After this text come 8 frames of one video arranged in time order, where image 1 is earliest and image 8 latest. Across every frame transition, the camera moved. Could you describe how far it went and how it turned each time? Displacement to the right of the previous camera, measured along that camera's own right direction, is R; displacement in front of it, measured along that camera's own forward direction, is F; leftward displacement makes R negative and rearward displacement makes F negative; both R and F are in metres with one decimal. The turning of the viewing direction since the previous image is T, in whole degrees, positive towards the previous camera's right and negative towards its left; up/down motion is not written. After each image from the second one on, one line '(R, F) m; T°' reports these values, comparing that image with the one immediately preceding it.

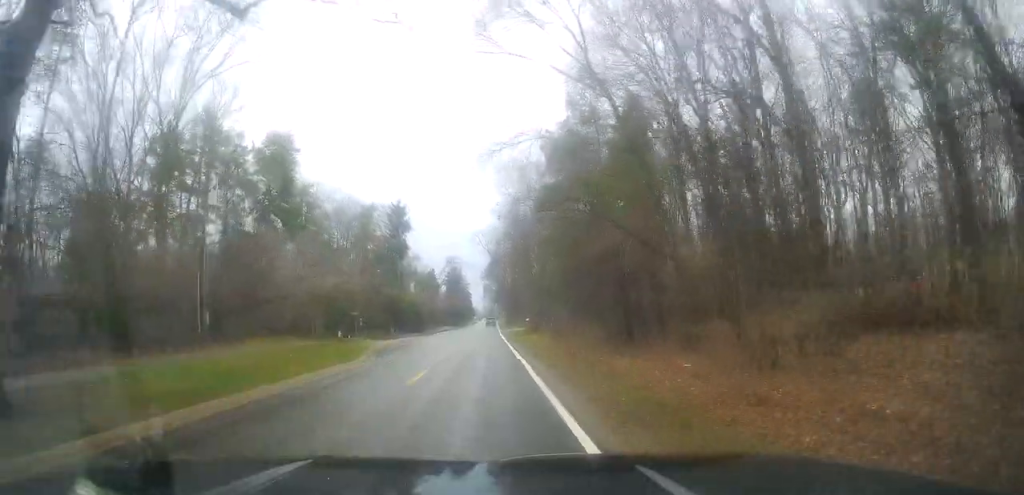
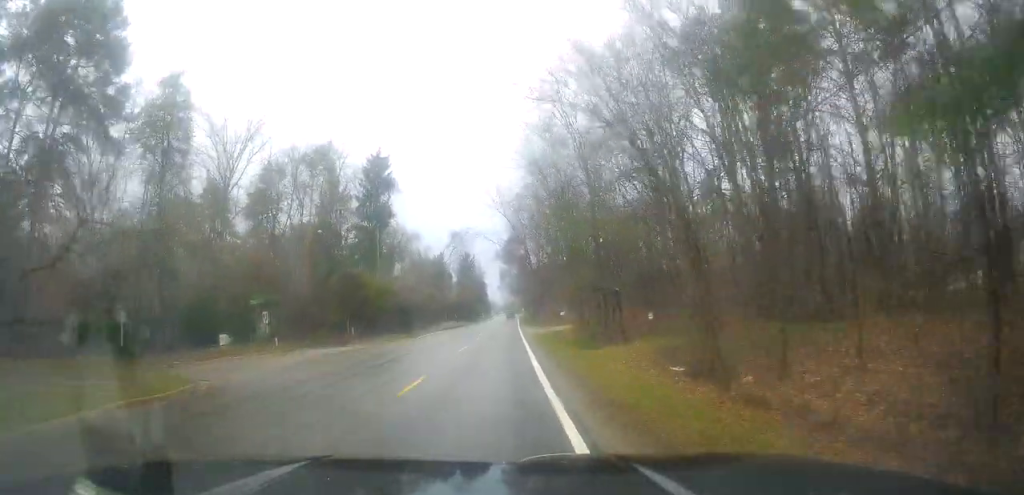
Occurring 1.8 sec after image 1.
(-0.2, +32.3) m; 0°
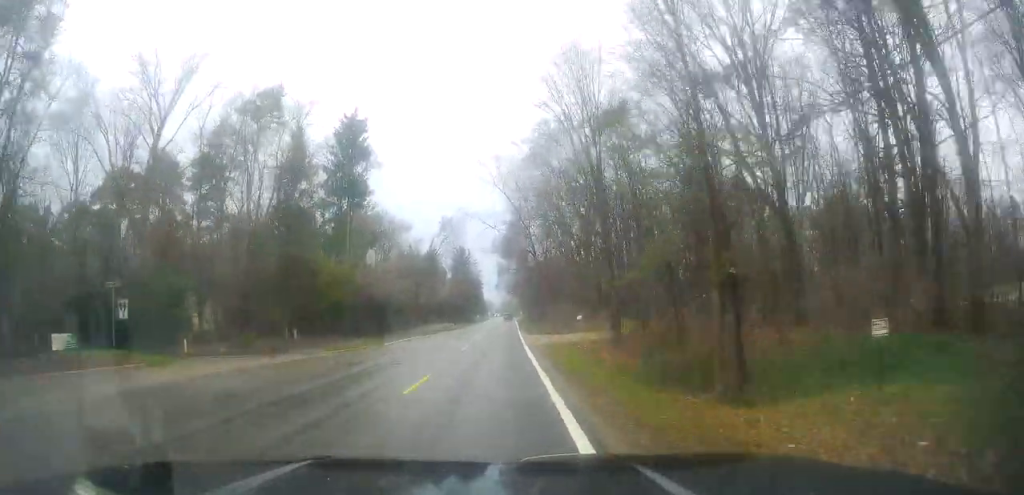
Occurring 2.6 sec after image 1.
(-0.2, +15.3) m; -1°
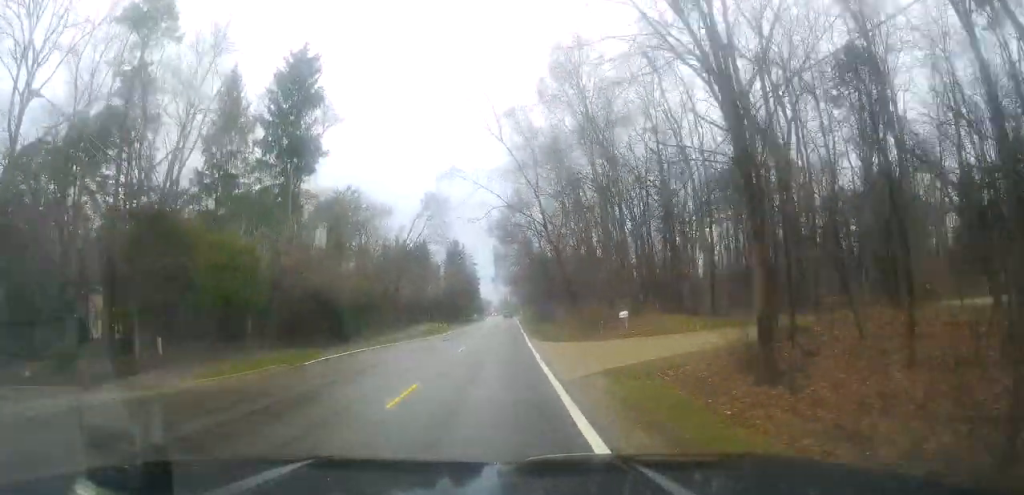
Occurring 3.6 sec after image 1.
(-0.1, +17.8) m; +1°
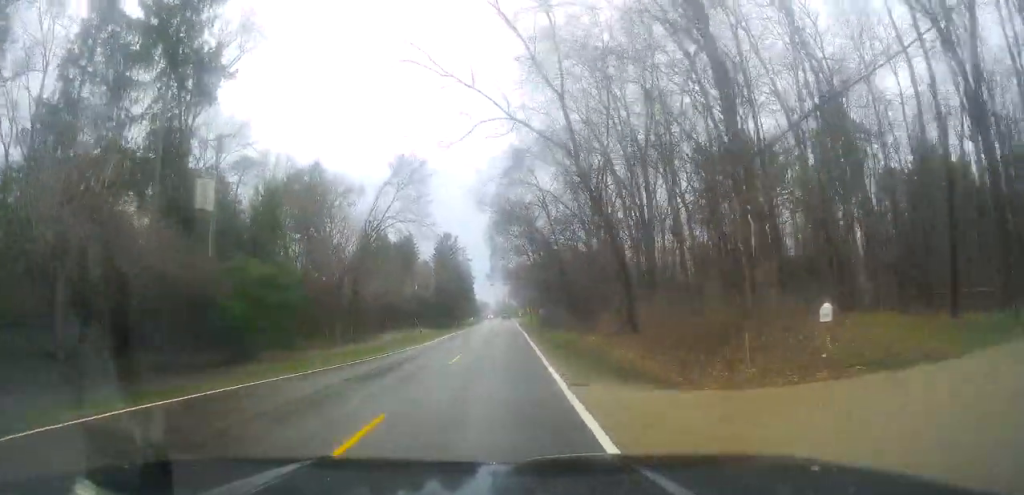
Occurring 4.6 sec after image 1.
(+0.5, +19.5) m; 0°
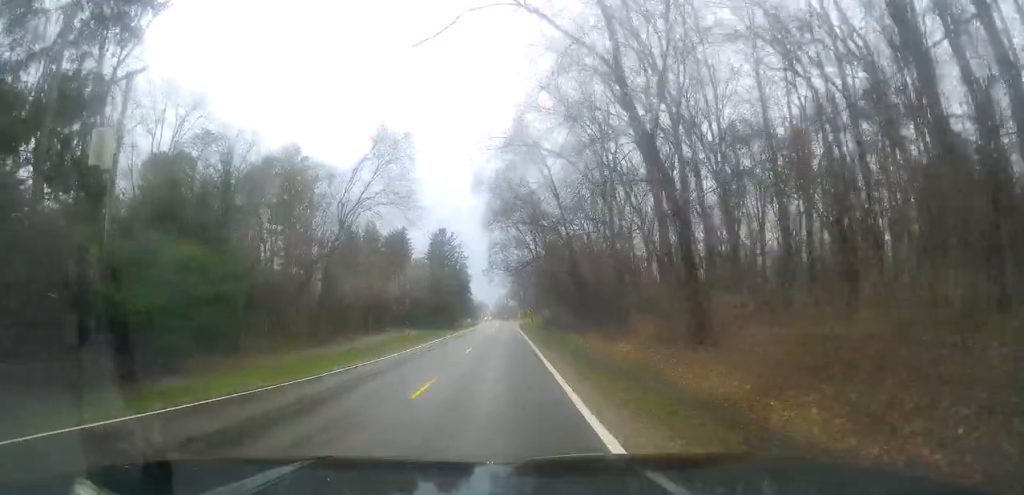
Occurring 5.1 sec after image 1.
(+0.2, +9.1) m; -1°
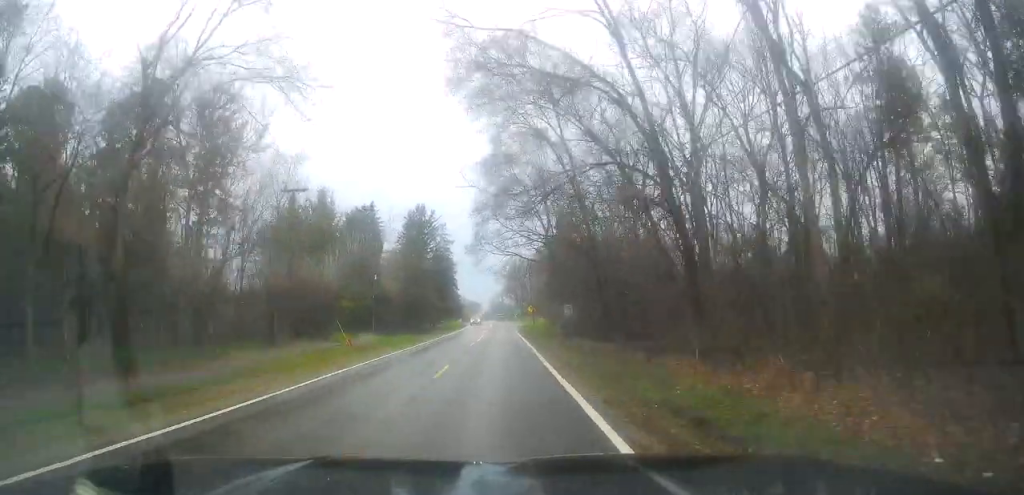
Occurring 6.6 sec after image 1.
(-0.7, +26.3) m; 0°
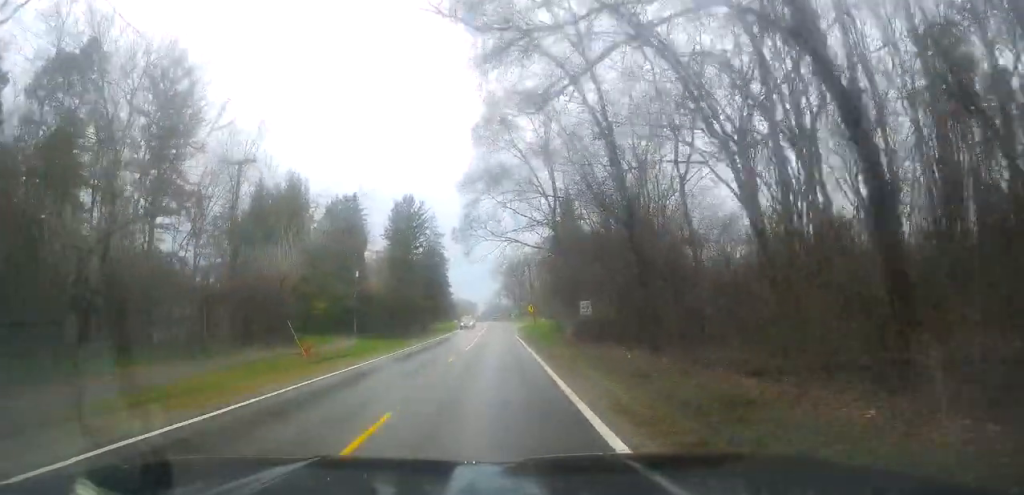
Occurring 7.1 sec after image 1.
(0.0, +9.5) m; +1°
